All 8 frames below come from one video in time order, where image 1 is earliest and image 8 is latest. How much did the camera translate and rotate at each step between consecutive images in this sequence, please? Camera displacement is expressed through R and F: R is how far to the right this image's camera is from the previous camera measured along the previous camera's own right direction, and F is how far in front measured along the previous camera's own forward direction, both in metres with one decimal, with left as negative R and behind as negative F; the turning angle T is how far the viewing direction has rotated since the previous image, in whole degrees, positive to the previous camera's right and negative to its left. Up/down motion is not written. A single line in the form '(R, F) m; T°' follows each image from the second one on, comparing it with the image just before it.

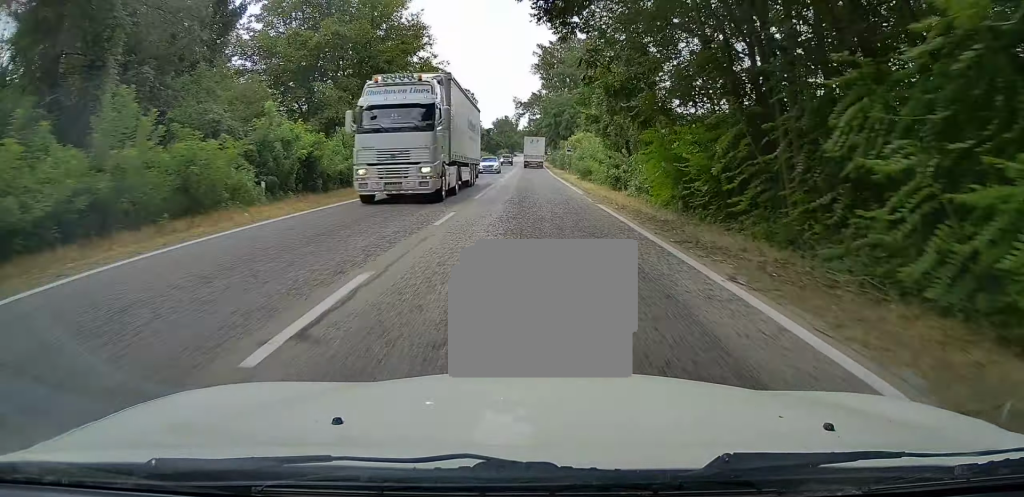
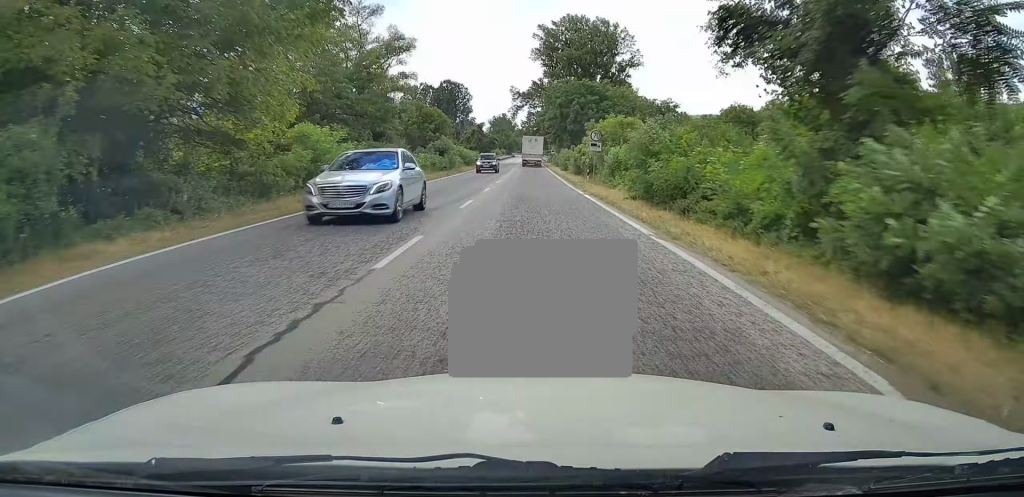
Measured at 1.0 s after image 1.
(+0.3, +22.6) m; 0°
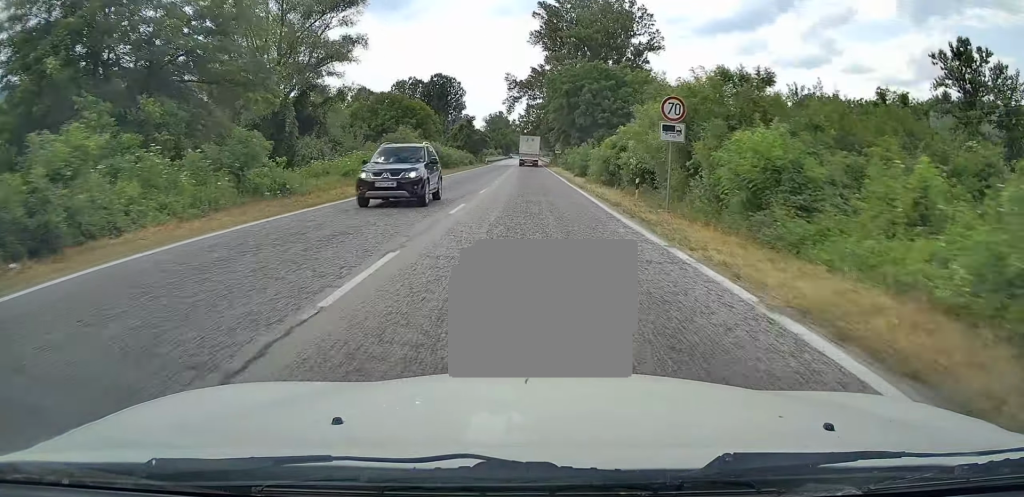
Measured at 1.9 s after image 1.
(-0.3, +19.6) m; 0°
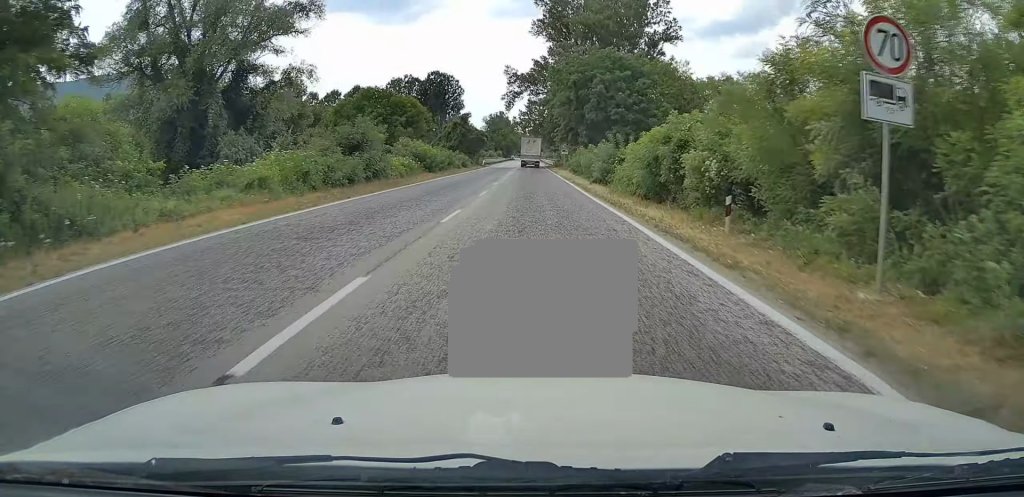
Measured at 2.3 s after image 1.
(0.0, +10.6) m; 0°
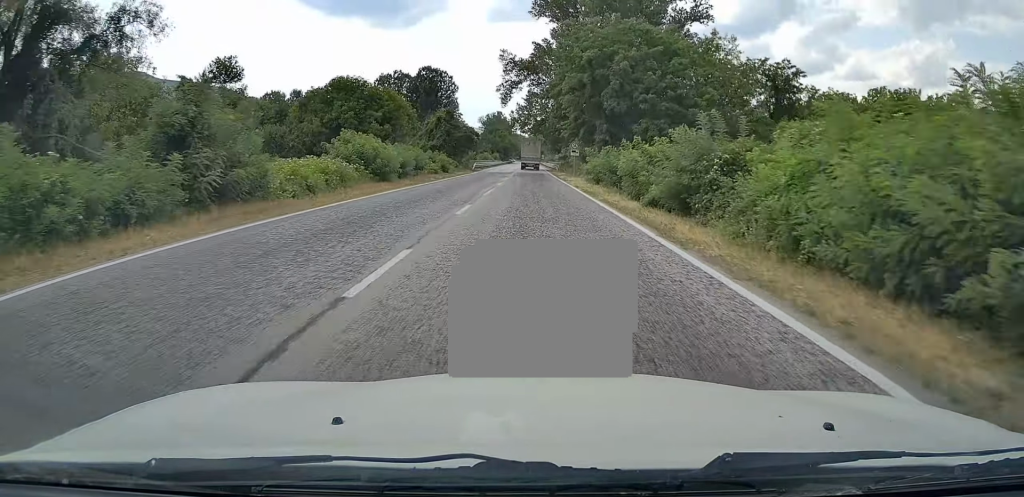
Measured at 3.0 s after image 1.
(+0.3, +16.0) m; 0°
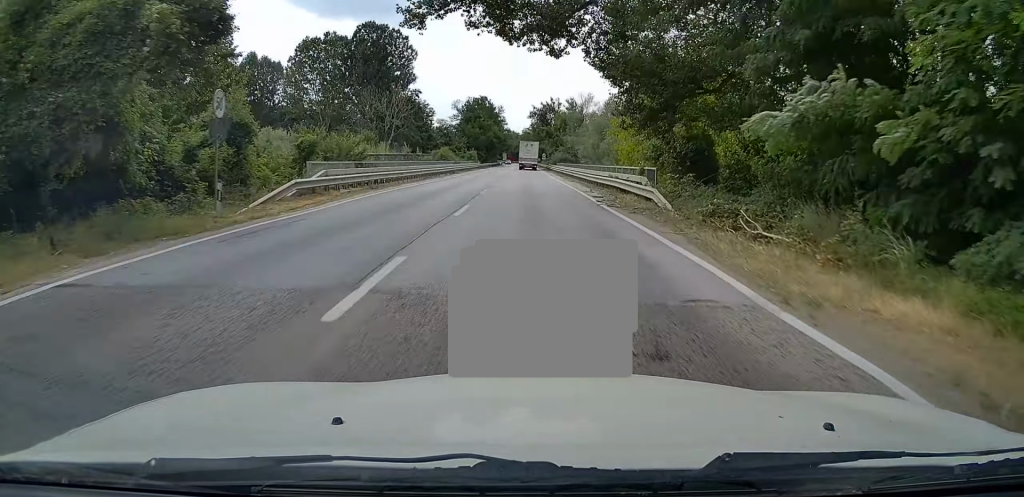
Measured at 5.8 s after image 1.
(-0.5, +63.3) m; +1°
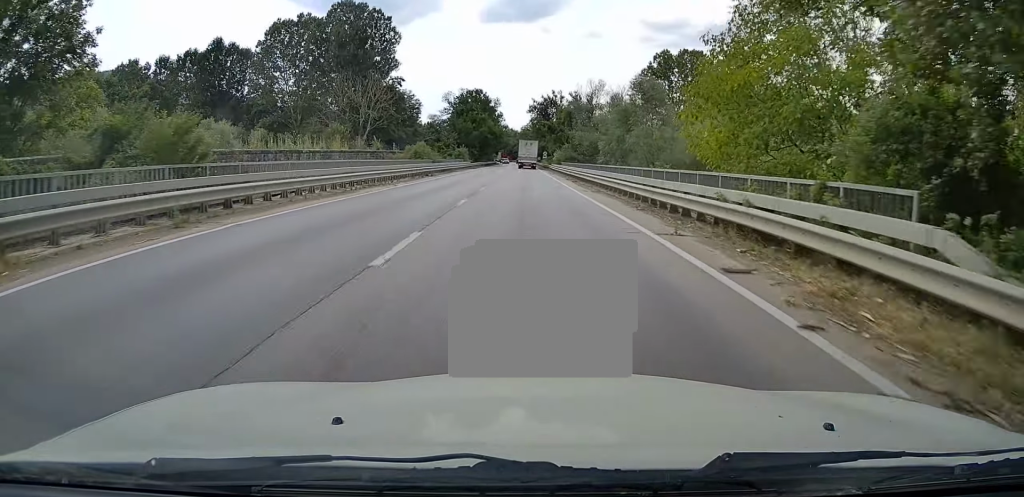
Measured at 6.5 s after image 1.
(+0.1, +15.8) m; 0°
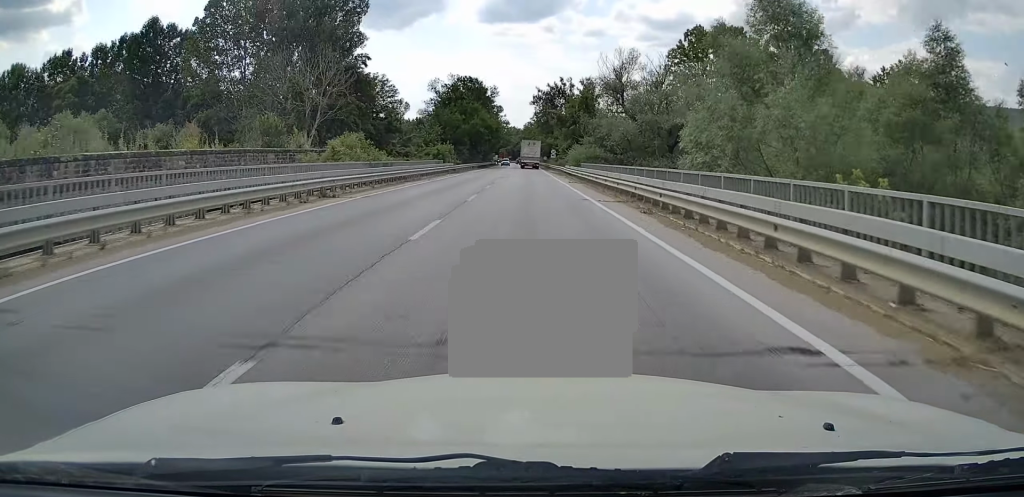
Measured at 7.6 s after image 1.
(0.0, +23.9) m; 0°
